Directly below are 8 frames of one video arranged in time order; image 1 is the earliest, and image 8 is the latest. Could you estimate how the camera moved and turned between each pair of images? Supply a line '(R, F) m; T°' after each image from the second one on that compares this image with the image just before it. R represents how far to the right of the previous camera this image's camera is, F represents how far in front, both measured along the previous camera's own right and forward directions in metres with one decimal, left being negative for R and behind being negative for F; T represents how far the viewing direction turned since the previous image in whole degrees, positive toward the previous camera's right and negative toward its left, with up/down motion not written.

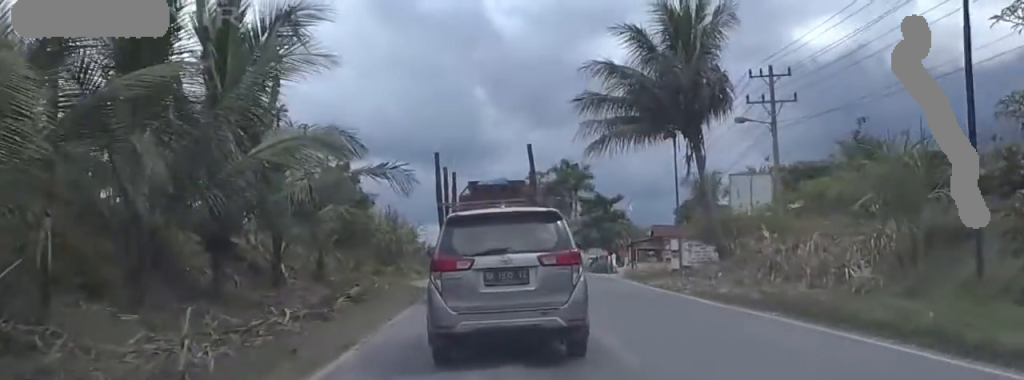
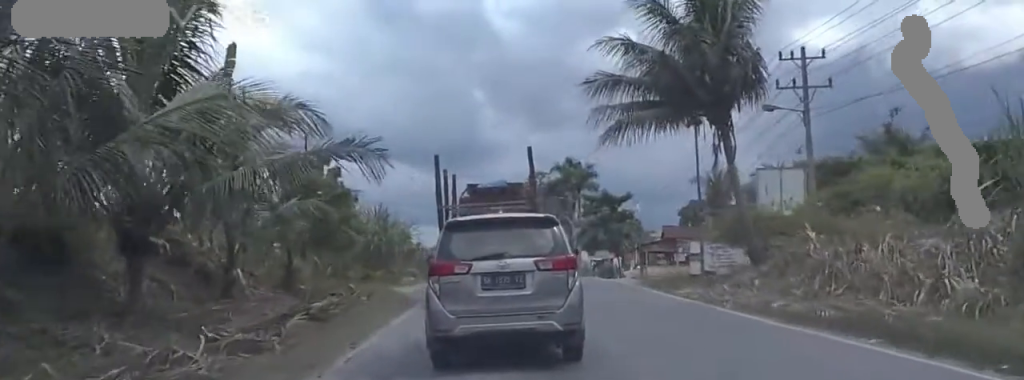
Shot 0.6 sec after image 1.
(-0.2, +6.4) m; -2°
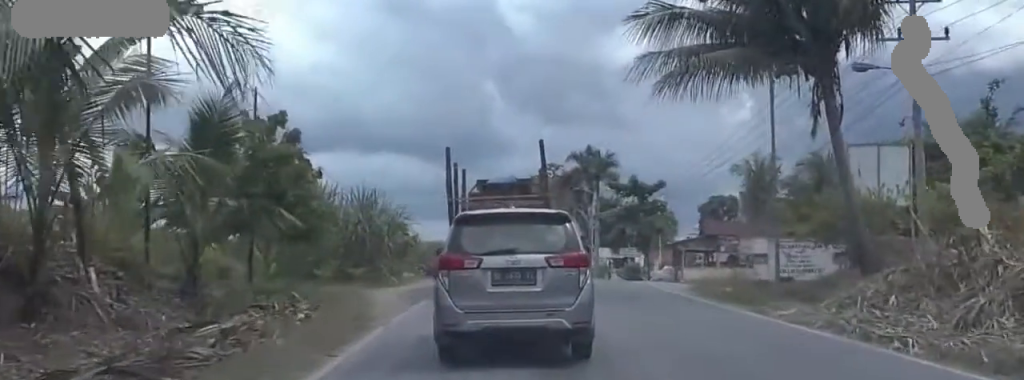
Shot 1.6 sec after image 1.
(+0.1, +12.2) m; 0°
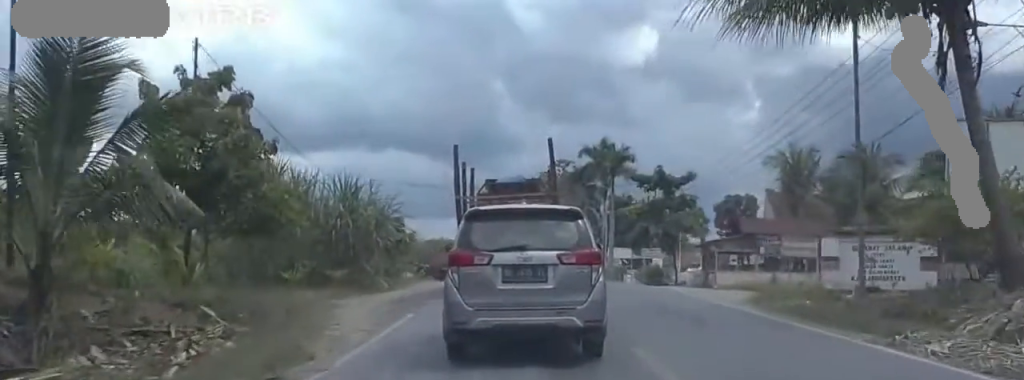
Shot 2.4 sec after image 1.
(-0.2, +8.2) m; 0°
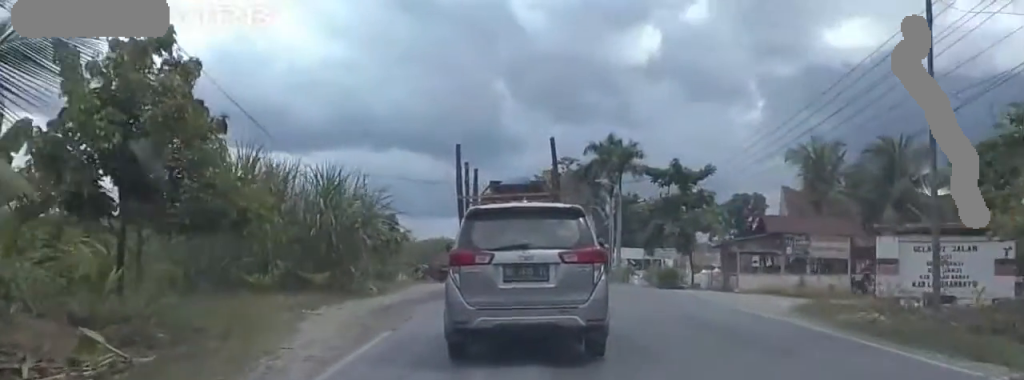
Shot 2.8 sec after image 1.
(+0.2, +5.0) m; 0°
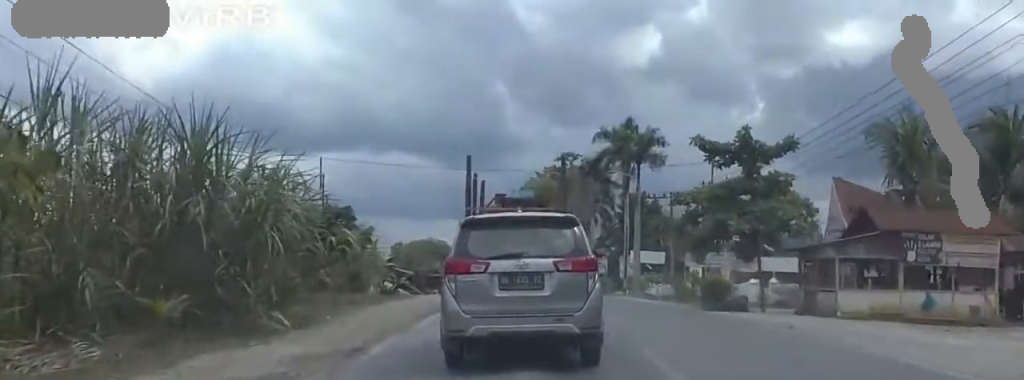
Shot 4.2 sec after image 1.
(-0.2, +16.5) m; +8°
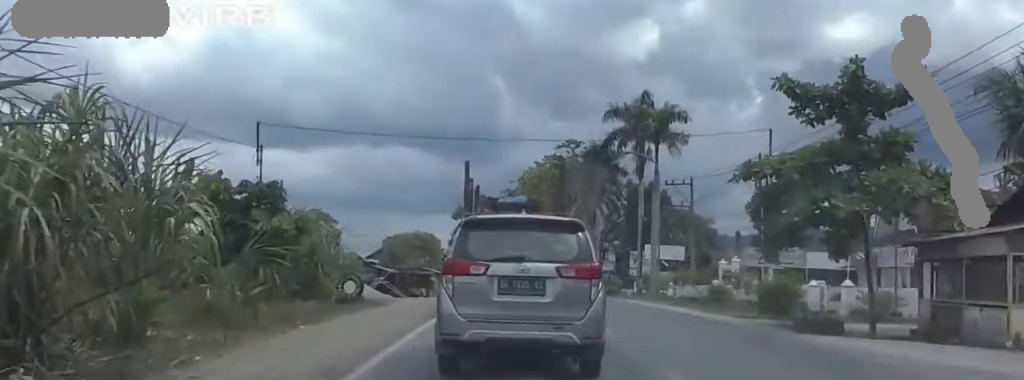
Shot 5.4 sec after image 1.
(+1.7, +12.7) m; -1°
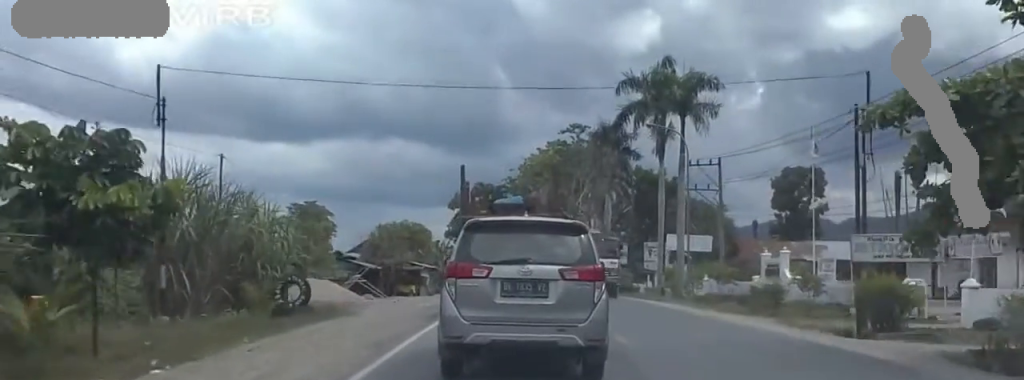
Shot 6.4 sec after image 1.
(-1.6, +11.4) m; -7°
